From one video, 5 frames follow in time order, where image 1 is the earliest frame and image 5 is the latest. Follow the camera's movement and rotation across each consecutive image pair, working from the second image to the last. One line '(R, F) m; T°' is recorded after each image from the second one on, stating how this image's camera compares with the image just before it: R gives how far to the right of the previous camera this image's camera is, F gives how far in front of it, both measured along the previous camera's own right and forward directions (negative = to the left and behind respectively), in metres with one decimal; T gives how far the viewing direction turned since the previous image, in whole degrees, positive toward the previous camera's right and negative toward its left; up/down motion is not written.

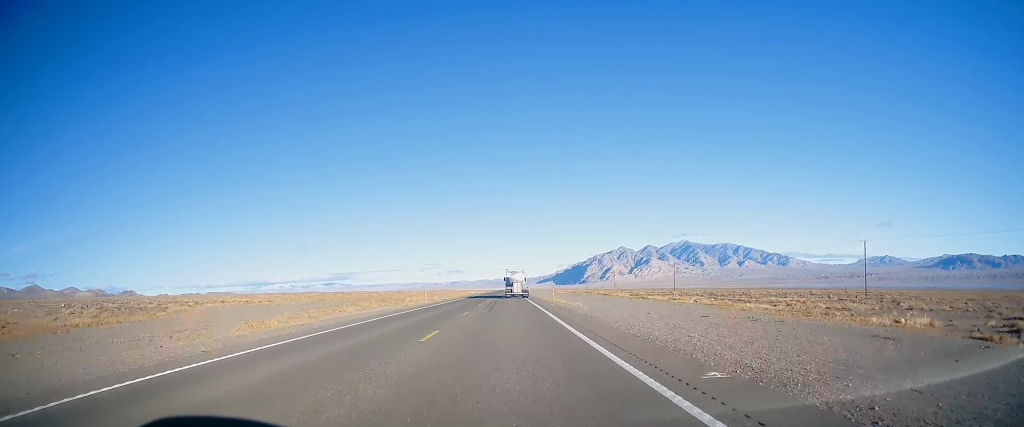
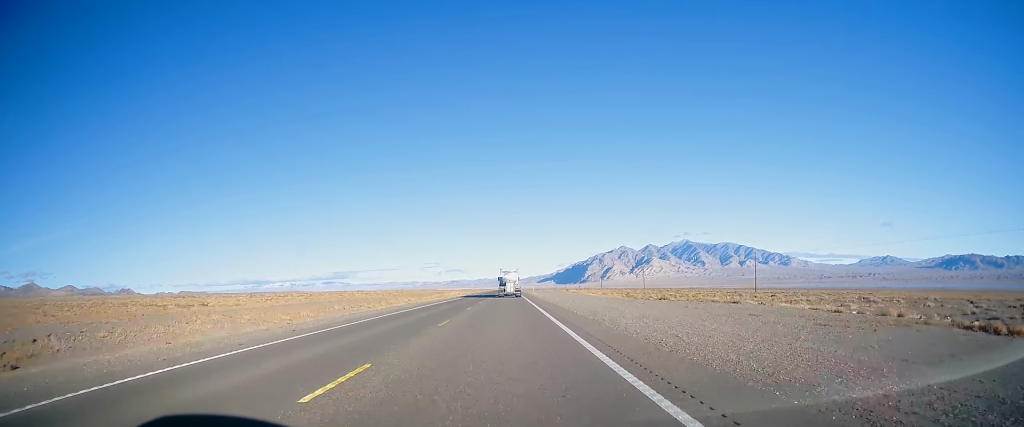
(+0.3, +79.1) m; -1°
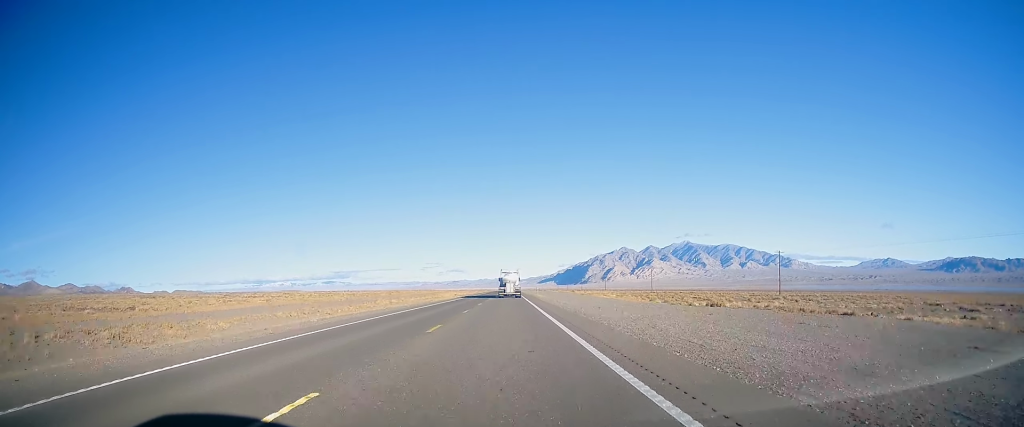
(-0.1, +14.5) m; 0°
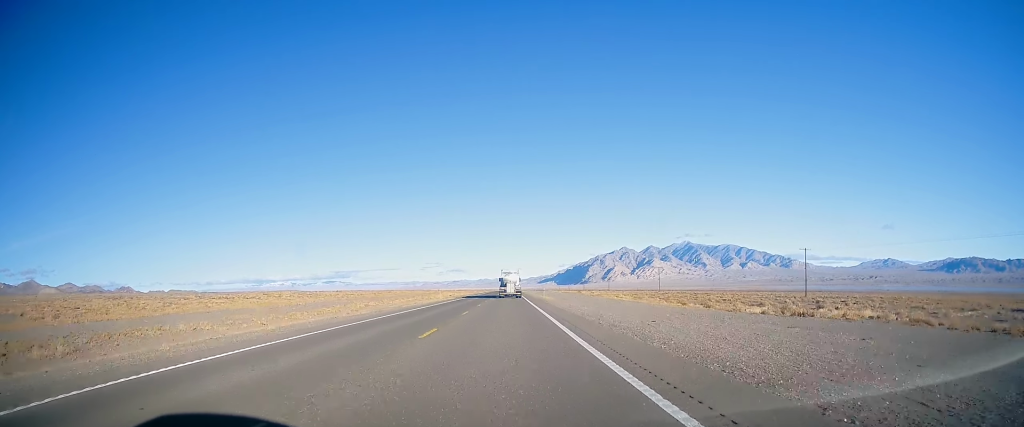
(-0.2, +13.5) m; 0°
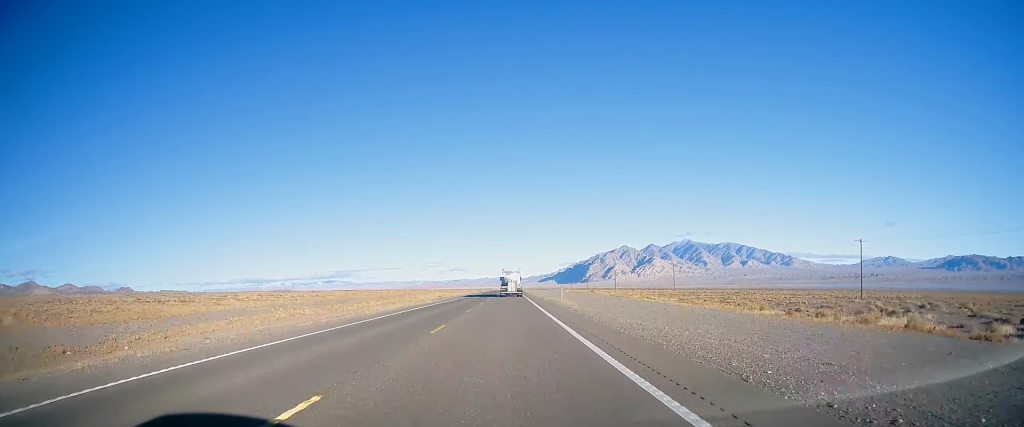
(+0.1, +22.8) m; 0°
